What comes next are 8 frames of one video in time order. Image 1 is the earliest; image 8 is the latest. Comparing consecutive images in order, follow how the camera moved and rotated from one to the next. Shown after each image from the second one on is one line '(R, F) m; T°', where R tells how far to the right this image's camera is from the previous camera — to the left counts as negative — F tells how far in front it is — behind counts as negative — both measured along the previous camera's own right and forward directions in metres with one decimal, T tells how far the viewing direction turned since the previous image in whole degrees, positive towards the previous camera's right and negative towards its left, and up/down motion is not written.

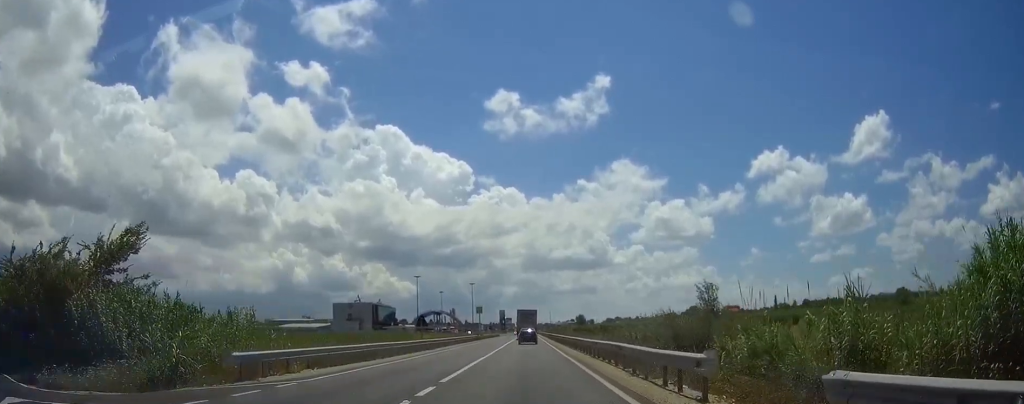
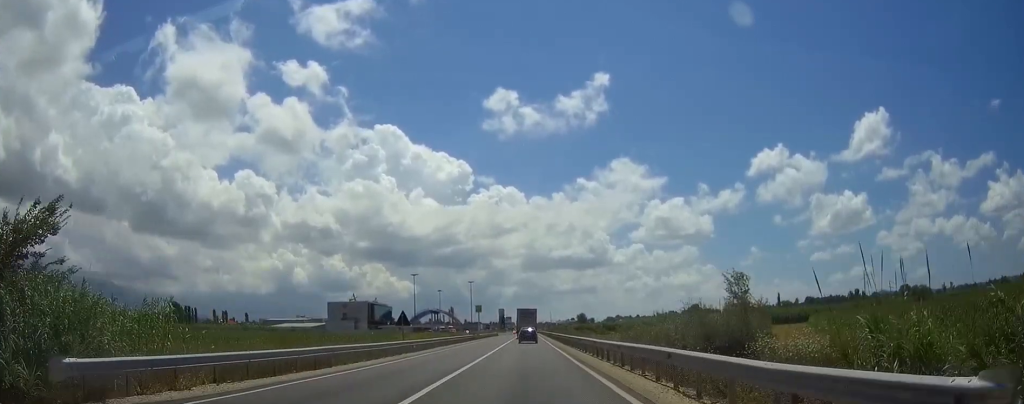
(0.0, +7.5) m; 0°
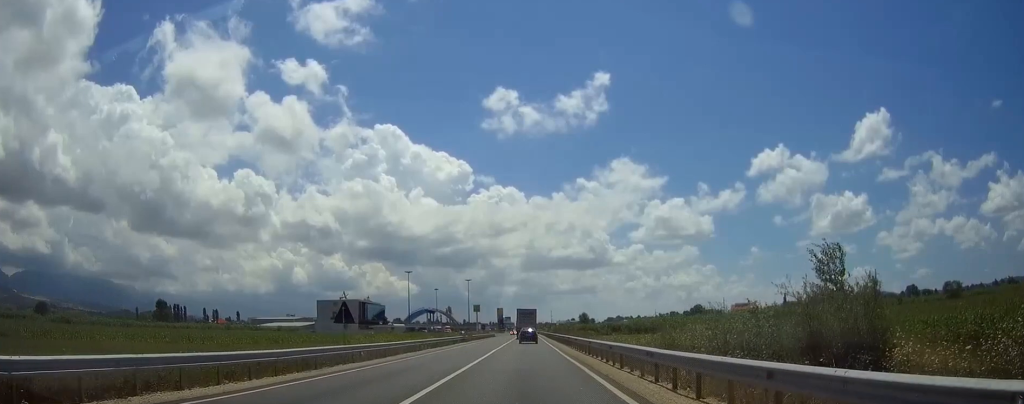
(0.0, +13.9) m; 0°
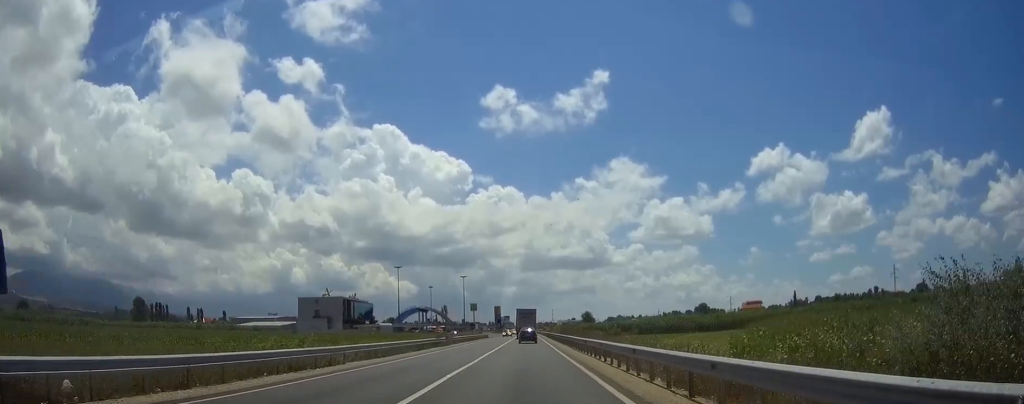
(0.0, +21.4) m; 0°
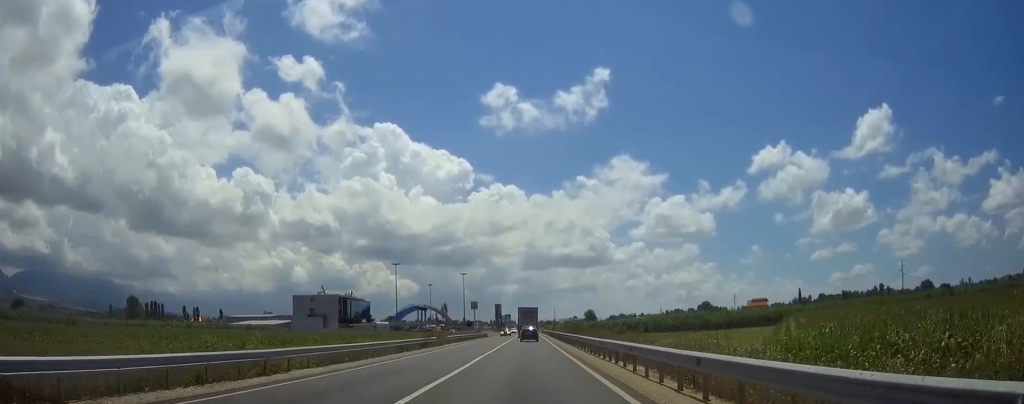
(0.0, +7.0) m; 0°
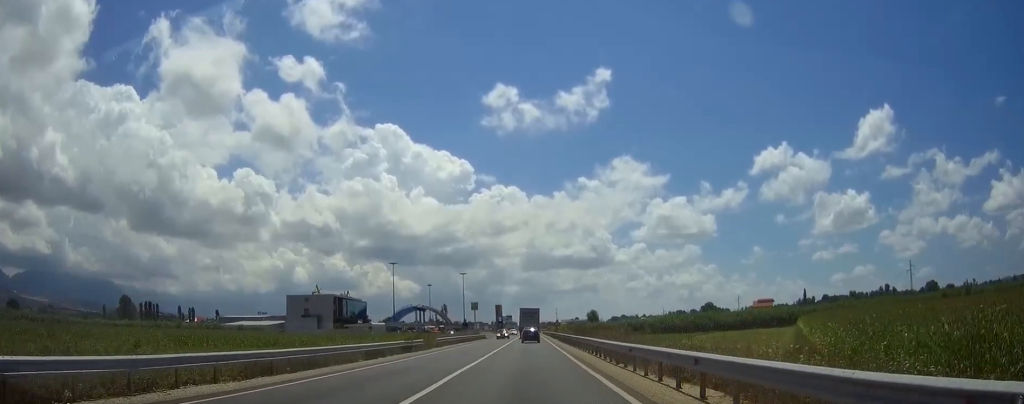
(0.0, +7.6) m; 0°
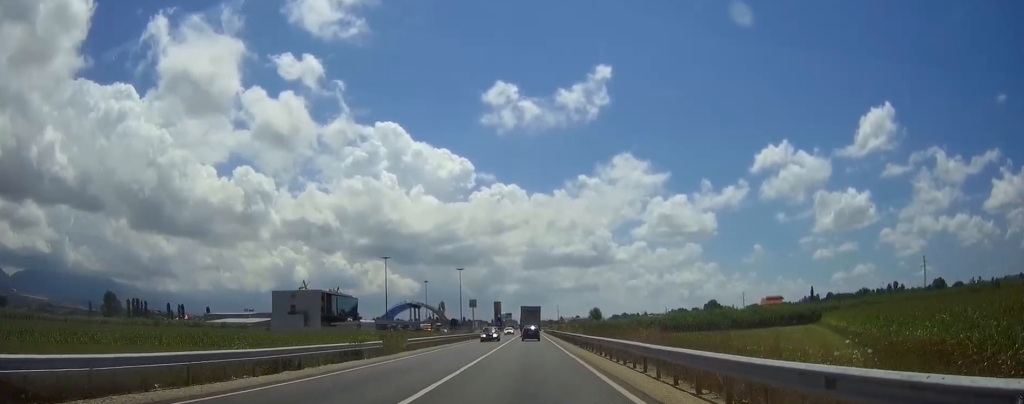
(0.0, +13.4) m; 0°
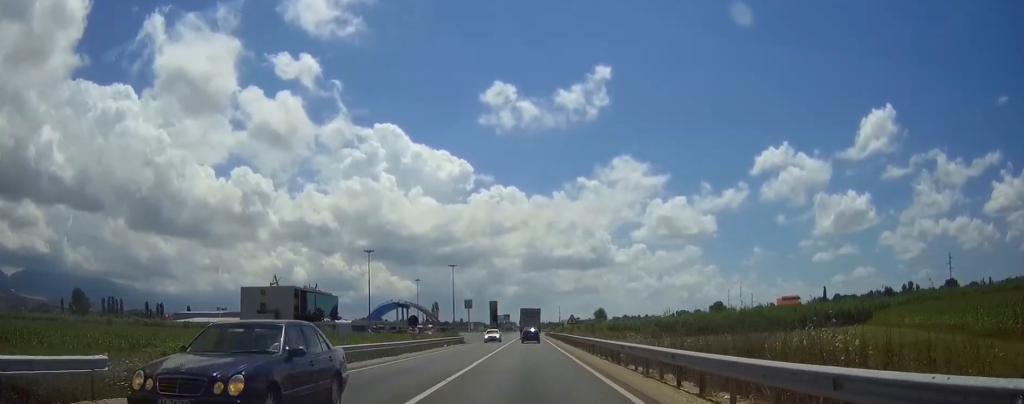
(0.0, +23.9) m; 0°
